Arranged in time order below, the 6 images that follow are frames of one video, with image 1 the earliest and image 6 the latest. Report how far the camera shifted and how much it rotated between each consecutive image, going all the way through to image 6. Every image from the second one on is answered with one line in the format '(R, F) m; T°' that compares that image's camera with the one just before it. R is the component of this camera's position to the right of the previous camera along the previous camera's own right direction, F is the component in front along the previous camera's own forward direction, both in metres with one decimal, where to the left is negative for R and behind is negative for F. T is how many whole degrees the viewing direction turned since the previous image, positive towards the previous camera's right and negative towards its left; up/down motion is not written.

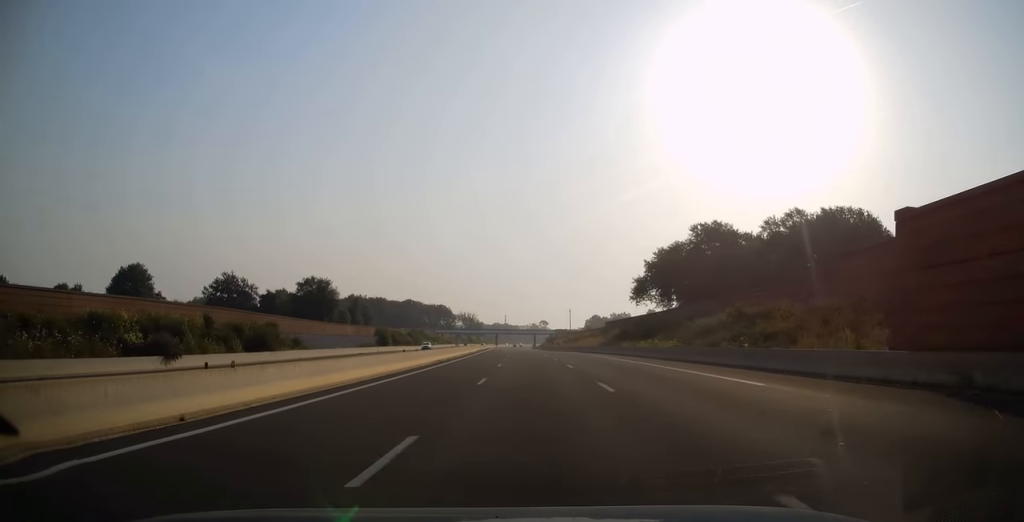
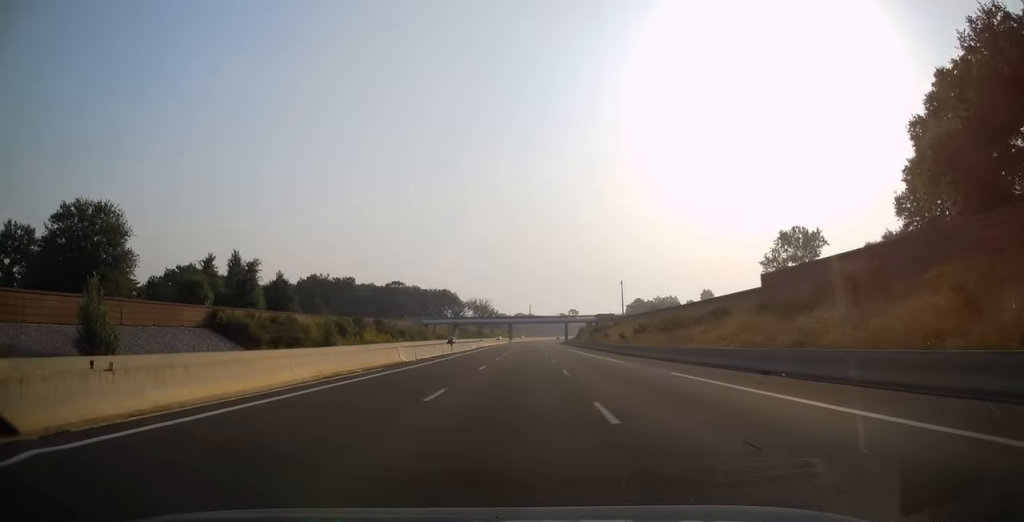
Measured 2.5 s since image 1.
(-2.6, +83.8) m; -3°
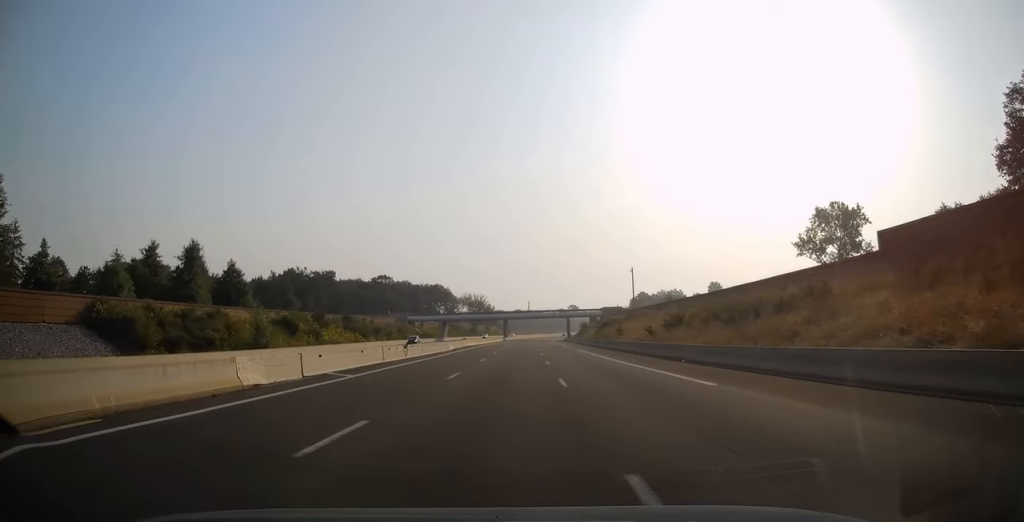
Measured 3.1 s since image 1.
(+0.1, +19.5) m; 0°
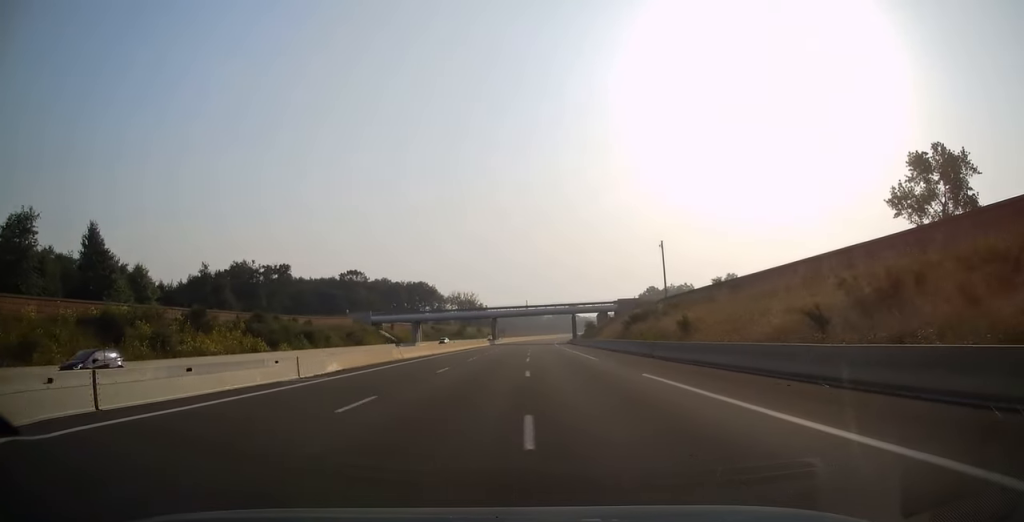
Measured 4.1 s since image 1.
(0.0, +34.7) m; 0°
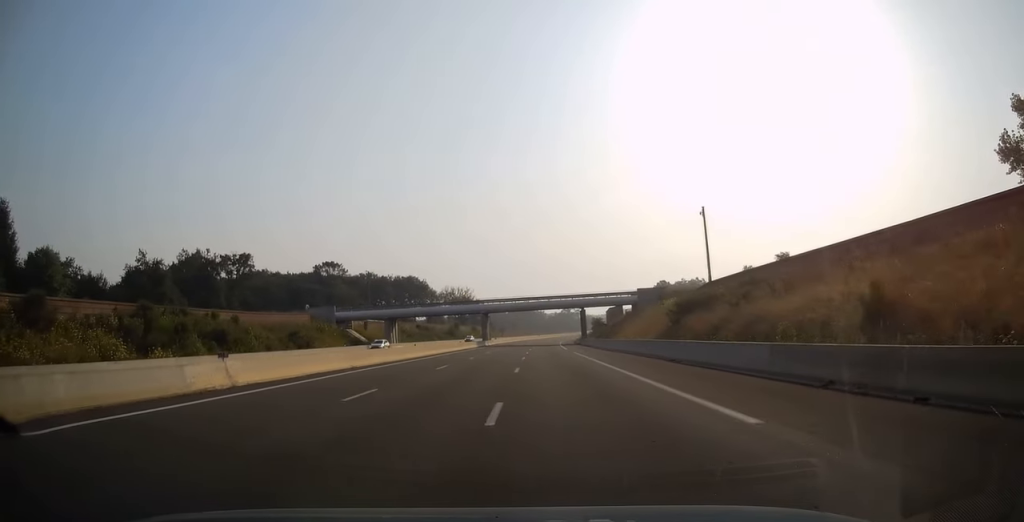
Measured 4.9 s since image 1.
(+0.1, +23.9) m; 0°
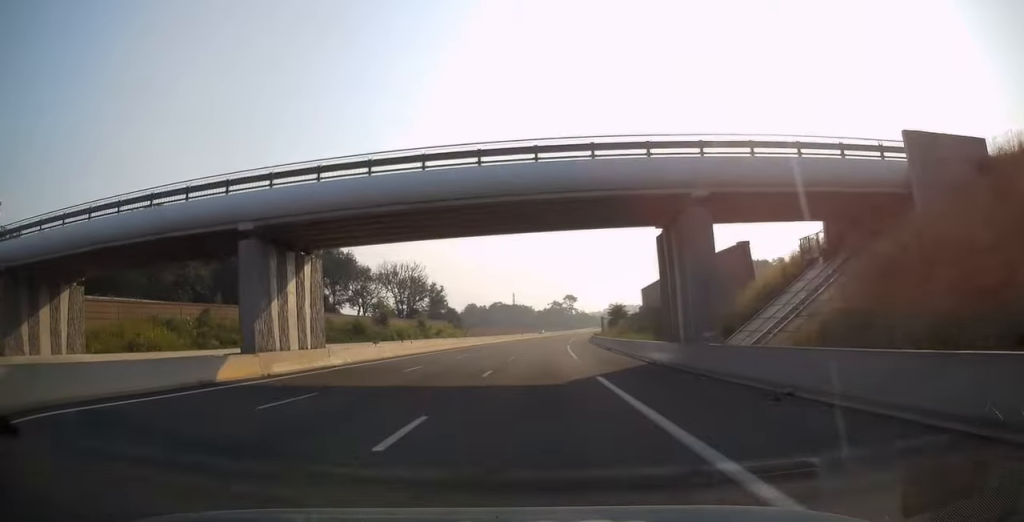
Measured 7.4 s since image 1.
(+0.2, +80.3) m; +1°
